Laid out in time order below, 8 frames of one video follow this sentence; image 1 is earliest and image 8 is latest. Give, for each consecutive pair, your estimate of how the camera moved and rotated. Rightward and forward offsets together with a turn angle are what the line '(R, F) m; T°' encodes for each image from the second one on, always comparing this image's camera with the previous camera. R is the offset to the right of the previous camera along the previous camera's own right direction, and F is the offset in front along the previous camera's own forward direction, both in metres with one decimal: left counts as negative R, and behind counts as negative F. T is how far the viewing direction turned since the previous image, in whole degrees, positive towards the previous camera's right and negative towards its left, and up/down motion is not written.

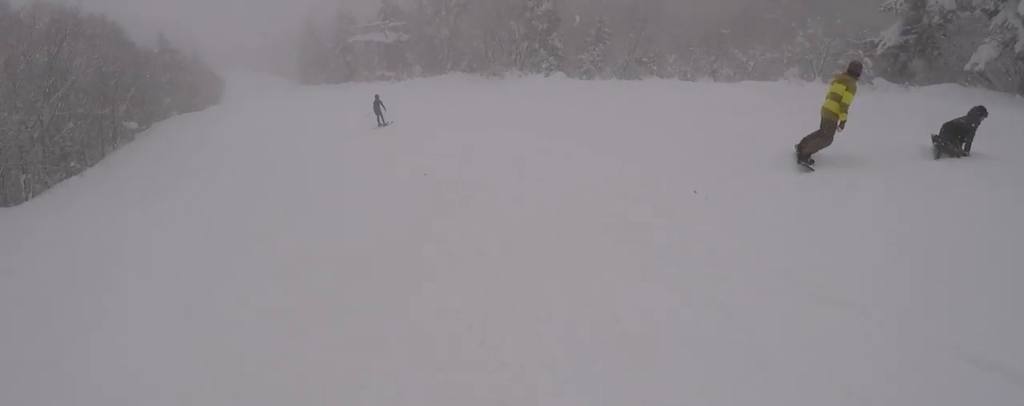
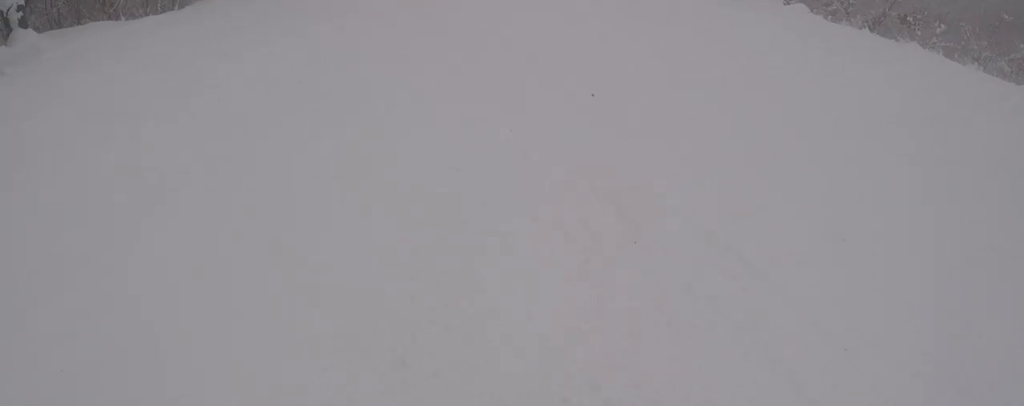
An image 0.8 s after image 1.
(-0.2, +4.3) m; -12°
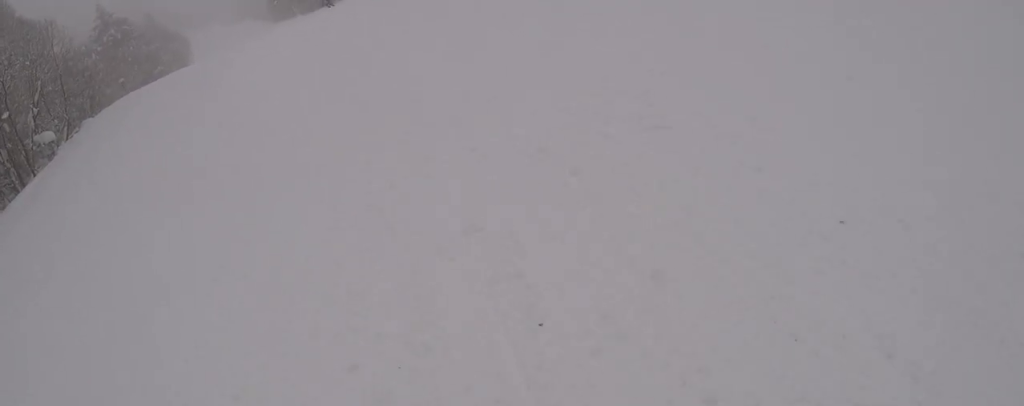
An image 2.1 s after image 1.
(-0.3, +8.7) m; +4°
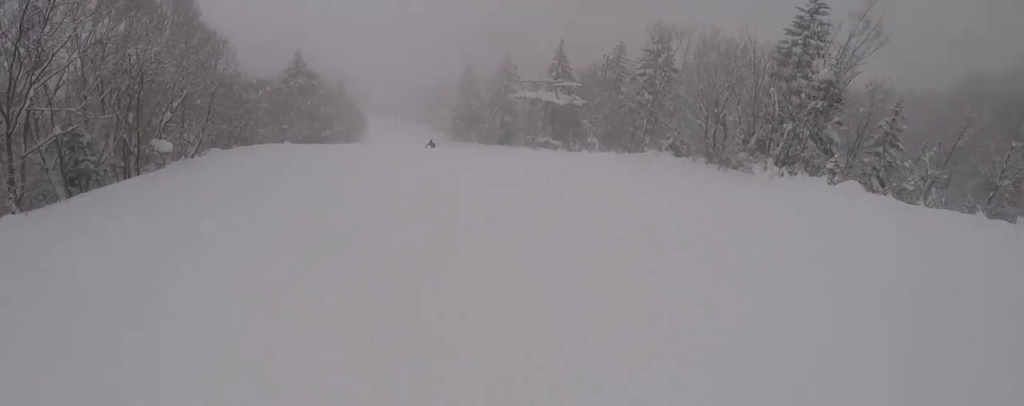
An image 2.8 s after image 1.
(+1.0, +4.8) m; -1°
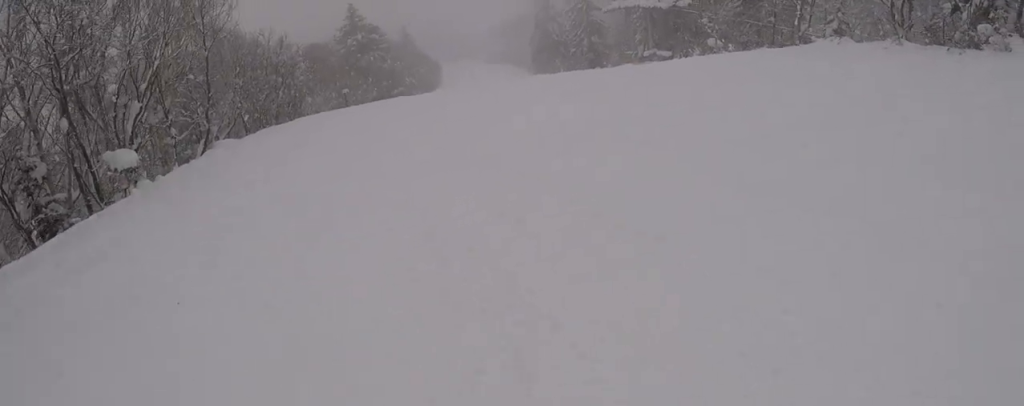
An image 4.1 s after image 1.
(-1.5, +9.7) m; -5°
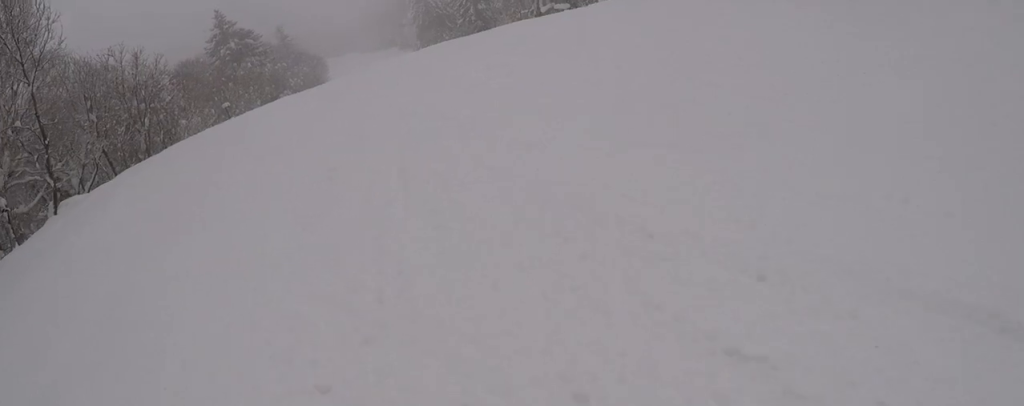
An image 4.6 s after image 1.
(+0.5, +3.6) m; 0°
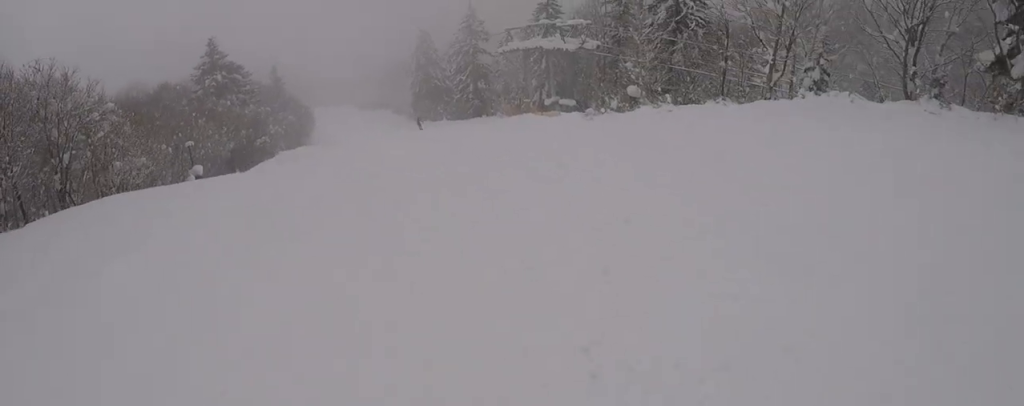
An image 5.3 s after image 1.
(-0.3, +5.4) m; -4°
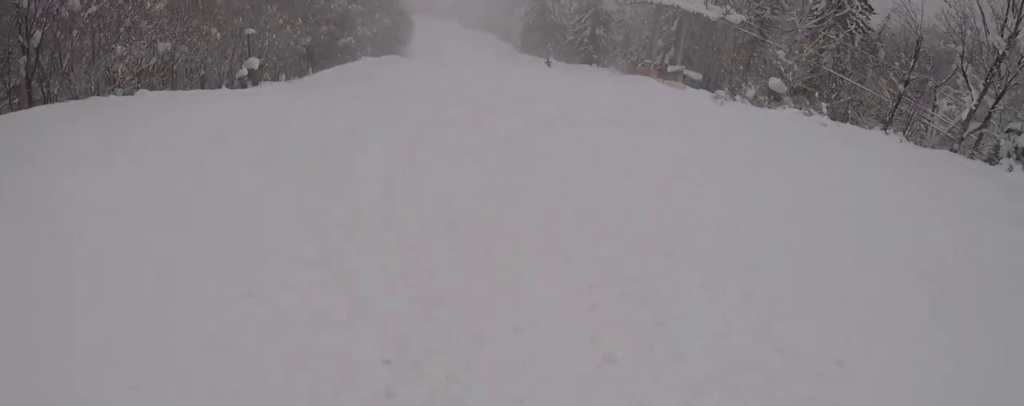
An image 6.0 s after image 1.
(-0.4, +5.6) m; -1°
